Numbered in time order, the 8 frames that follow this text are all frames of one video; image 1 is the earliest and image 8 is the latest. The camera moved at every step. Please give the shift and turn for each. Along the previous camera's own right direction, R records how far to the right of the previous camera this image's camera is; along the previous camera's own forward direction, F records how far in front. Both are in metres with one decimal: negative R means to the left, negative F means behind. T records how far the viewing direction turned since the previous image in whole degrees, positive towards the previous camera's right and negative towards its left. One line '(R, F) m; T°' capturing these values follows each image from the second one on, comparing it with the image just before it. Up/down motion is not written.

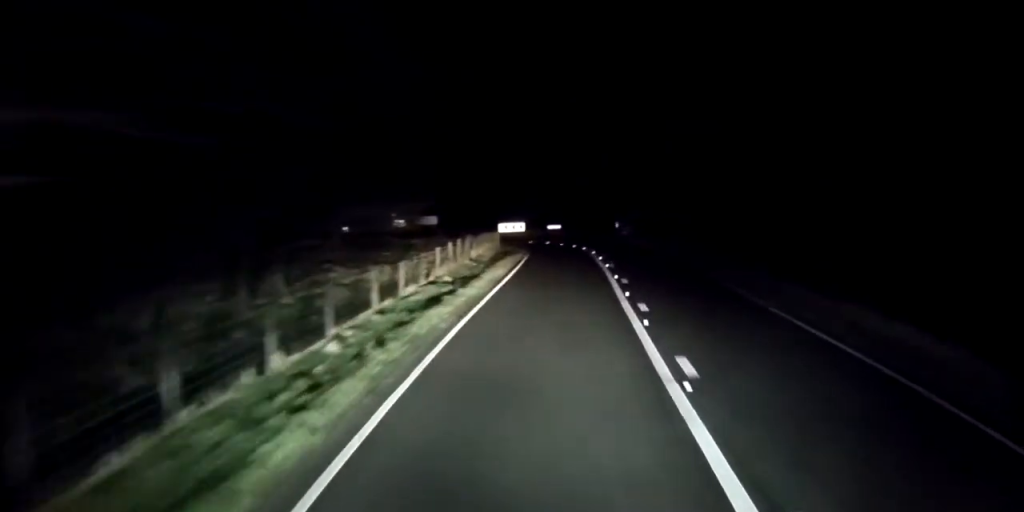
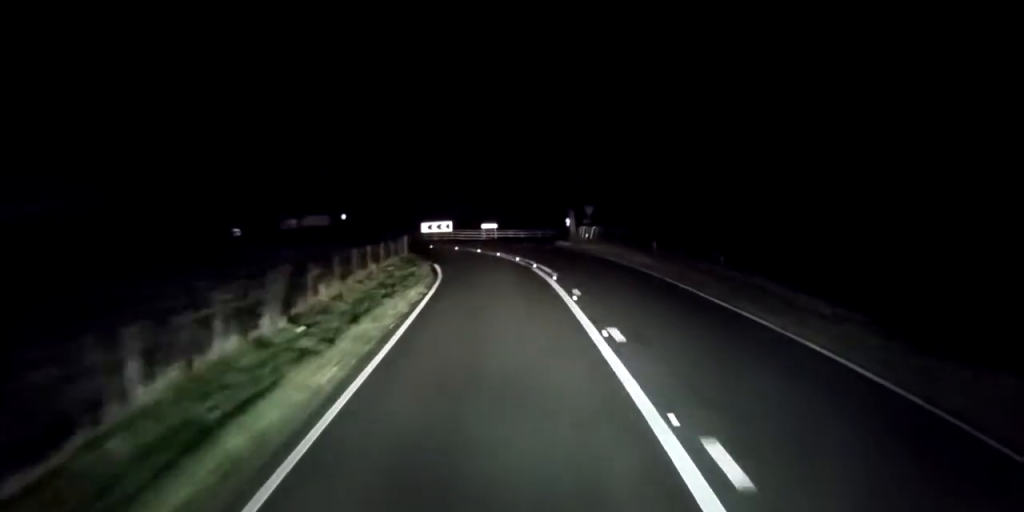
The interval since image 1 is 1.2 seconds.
(+0.9, +14.7) m; -1°
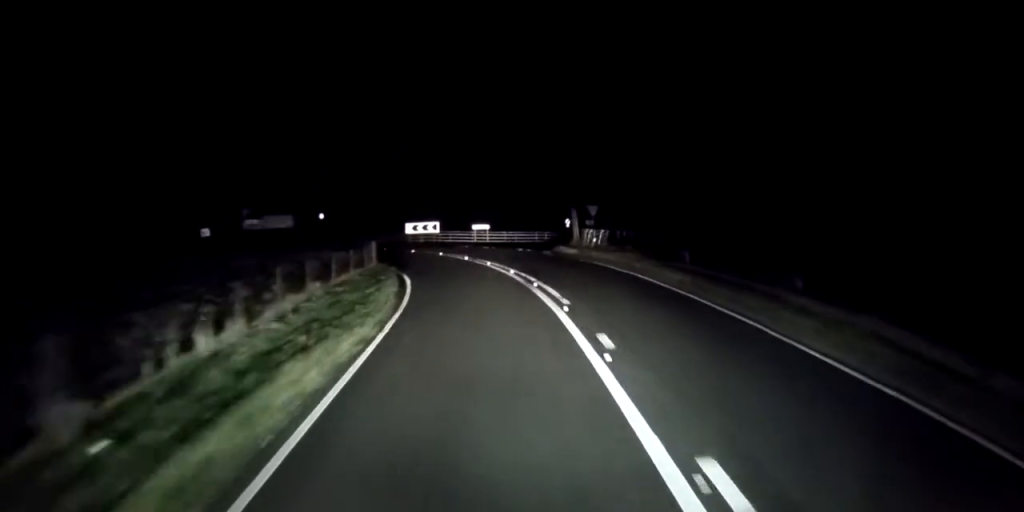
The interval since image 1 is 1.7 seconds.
(0.0, +5.8) m; -4°
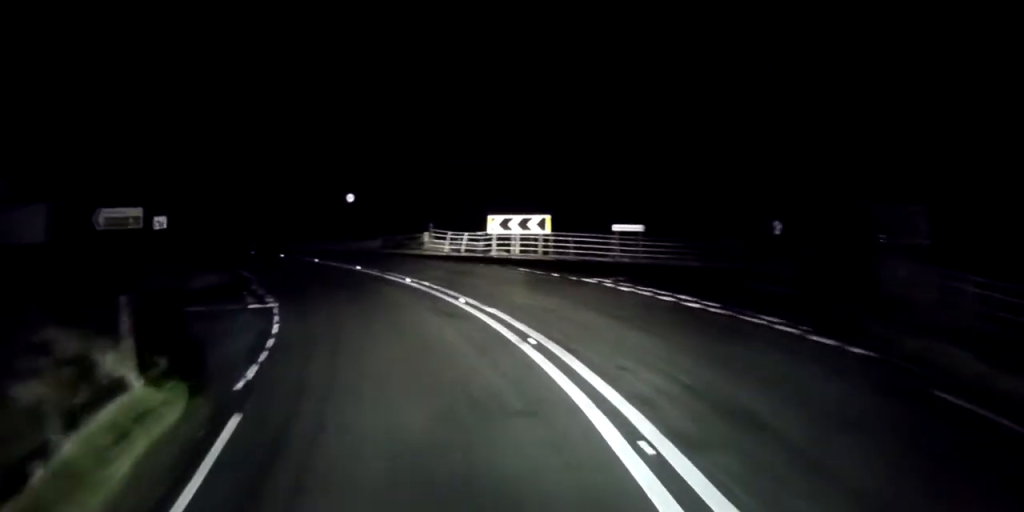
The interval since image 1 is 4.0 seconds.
(-3.8, +24.6) m; -16°
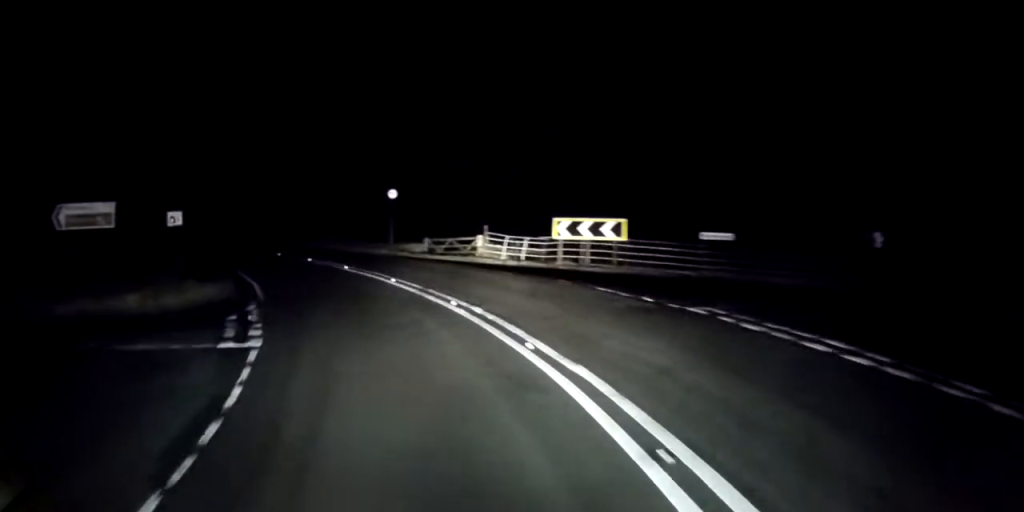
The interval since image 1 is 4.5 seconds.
(+0.5, +4.7) m; -6°
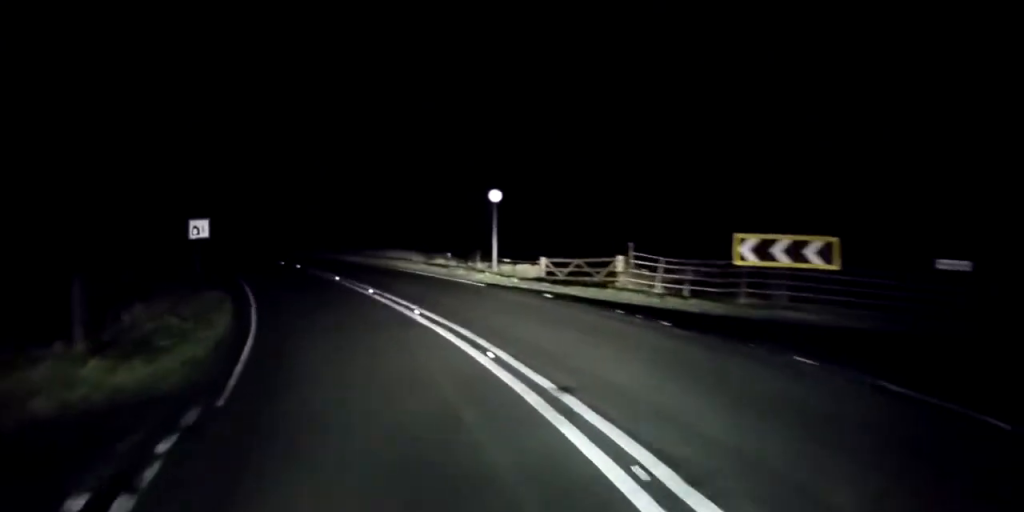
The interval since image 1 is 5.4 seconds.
(-1.9, +8.7) m; -12°
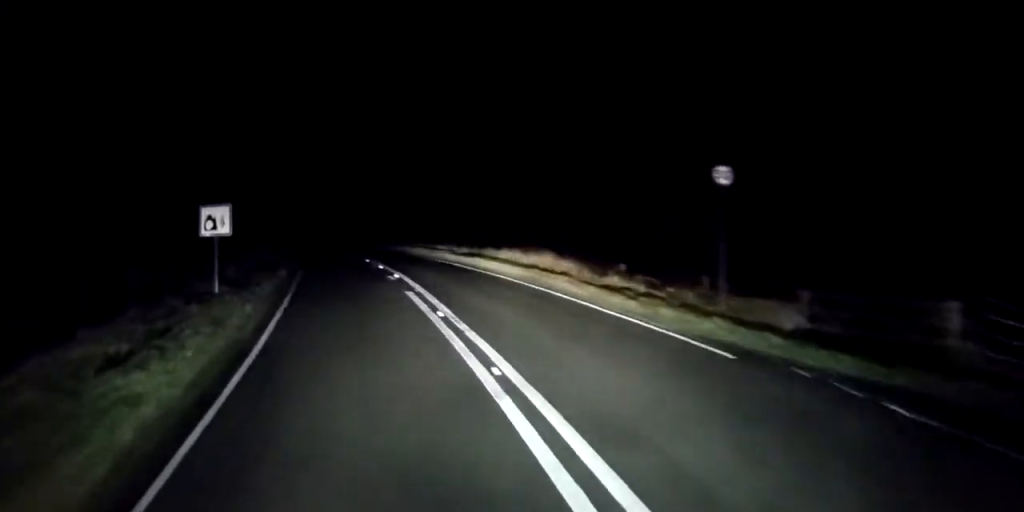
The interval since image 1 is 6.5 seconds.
(-0.4, +10.9) m; -2°
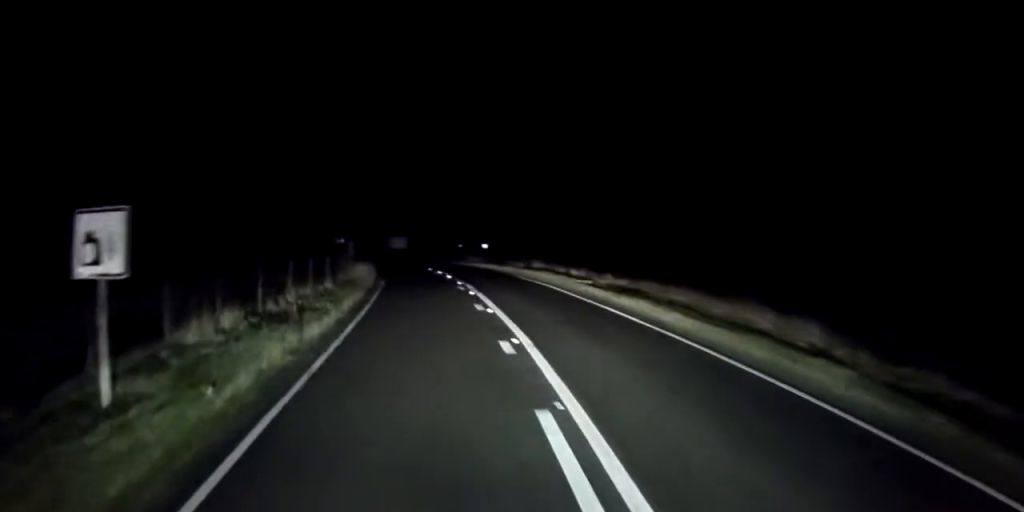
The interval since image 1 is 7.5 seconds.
(0.0, +10.0) m; -2°
